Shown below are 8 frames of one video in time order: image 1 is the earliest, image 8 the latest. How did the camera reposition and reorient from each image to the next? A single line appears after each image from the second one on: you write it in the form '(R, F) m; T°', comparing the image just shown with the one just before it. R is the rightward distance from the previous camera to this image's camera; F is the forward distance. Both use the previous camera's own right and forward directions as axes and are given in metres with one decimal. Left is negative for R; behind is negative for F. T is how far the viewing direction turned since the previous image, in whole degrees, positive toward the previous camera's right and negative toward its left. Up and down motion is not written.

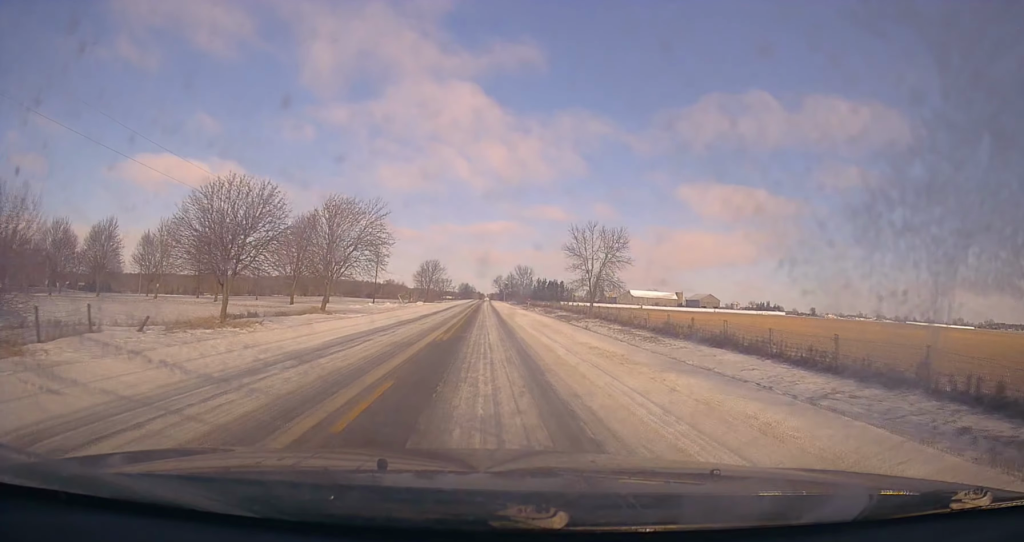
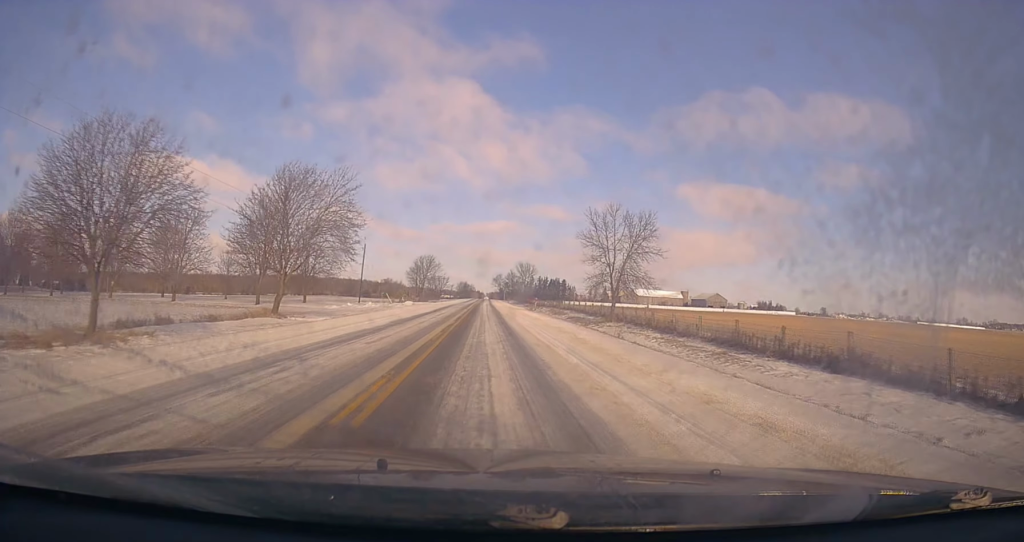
(0.0, +11.0) m; 0°
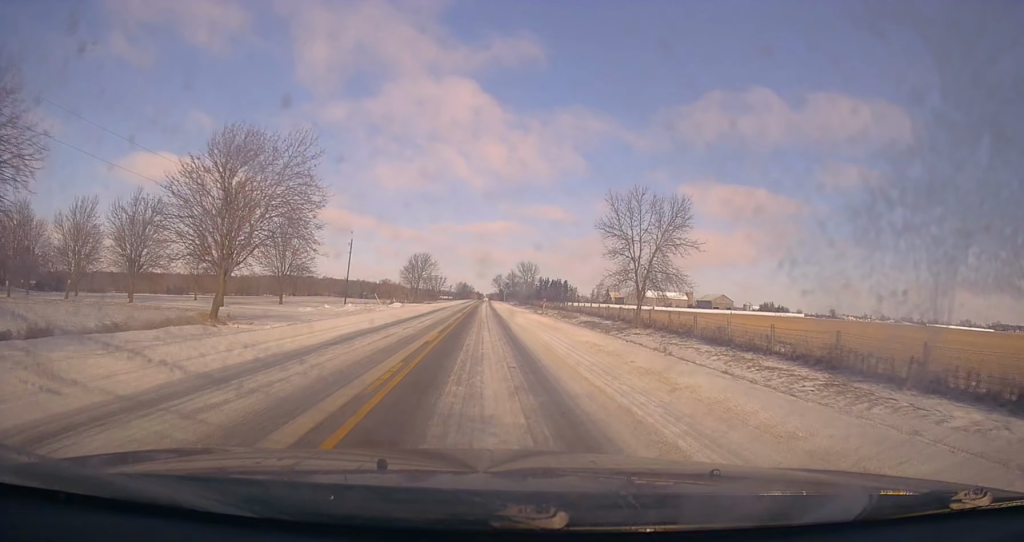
(+0.1, +9.3) m; 0°
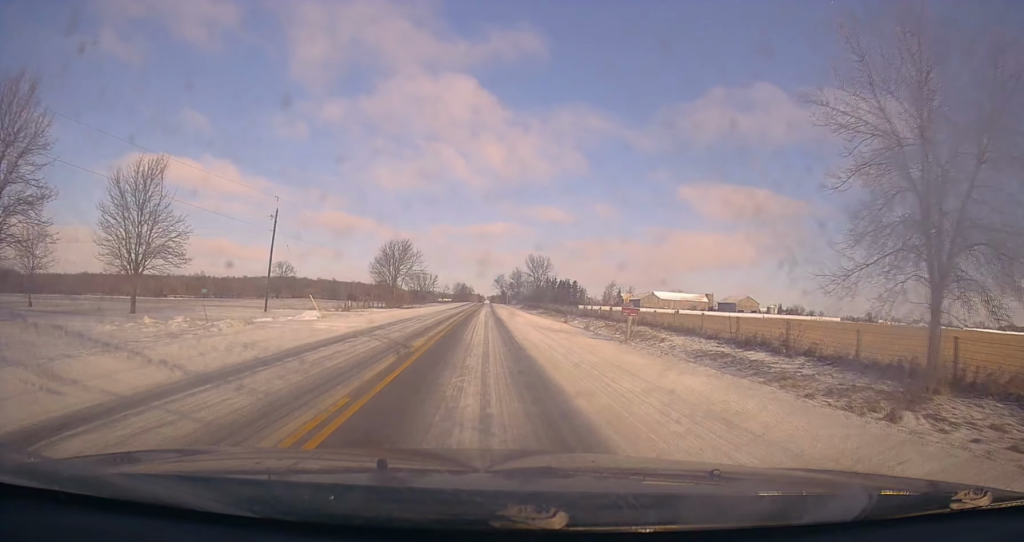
(-0.1, +31.5) m; 0°
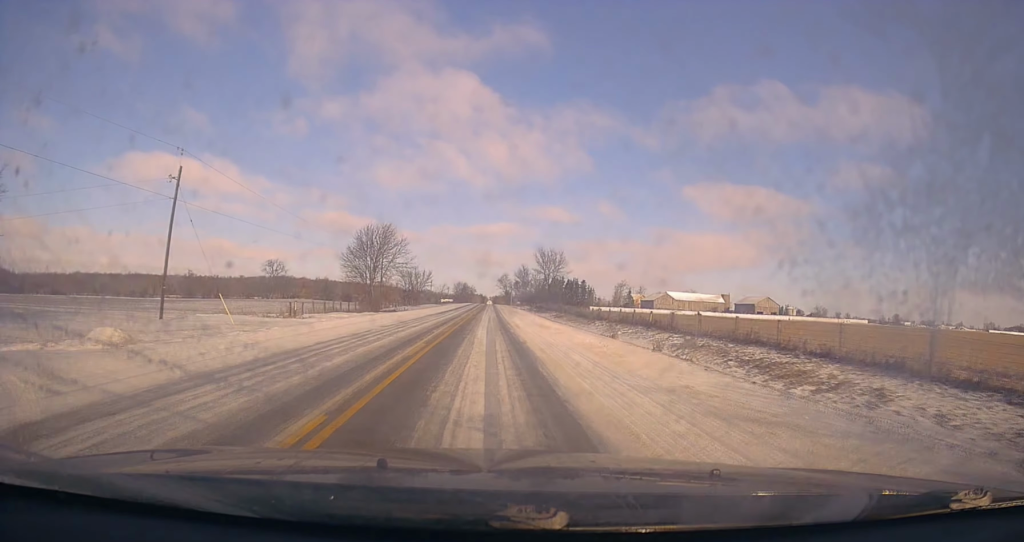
(+0.1, +18.8) m; -1°
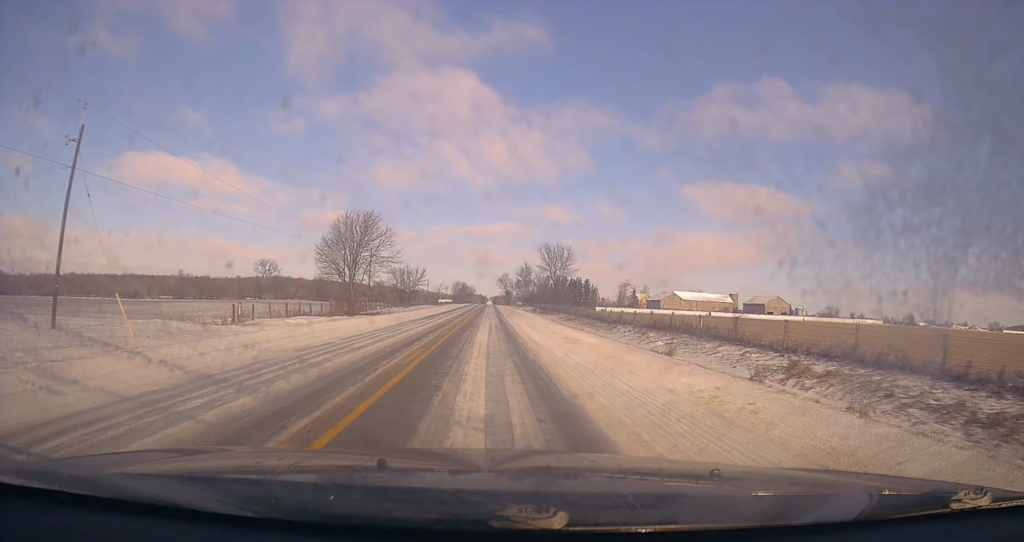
(0.0, +10.4) m; 0°
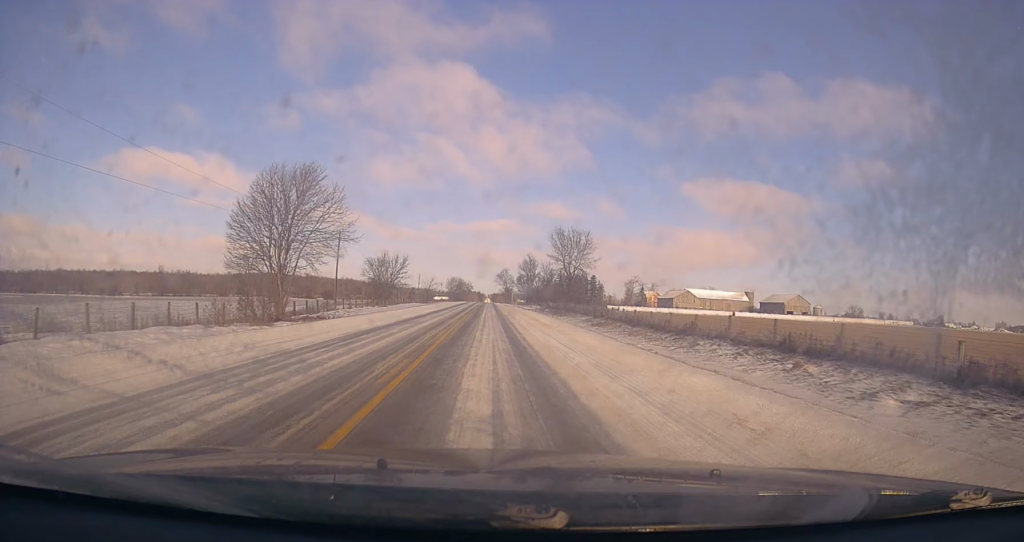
(-0.4, +20.5) m; +1°
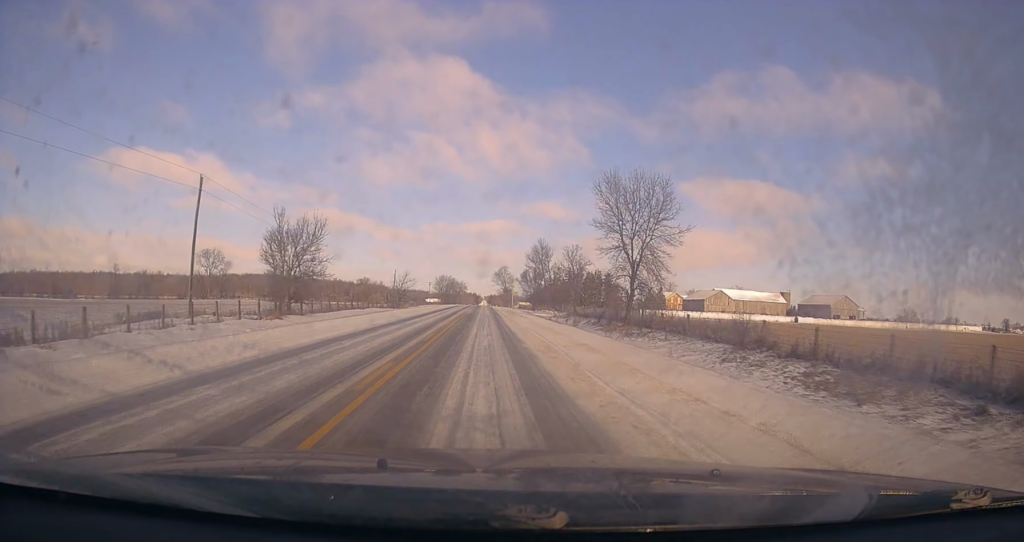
(+0.6, +38.5) m; -1°
